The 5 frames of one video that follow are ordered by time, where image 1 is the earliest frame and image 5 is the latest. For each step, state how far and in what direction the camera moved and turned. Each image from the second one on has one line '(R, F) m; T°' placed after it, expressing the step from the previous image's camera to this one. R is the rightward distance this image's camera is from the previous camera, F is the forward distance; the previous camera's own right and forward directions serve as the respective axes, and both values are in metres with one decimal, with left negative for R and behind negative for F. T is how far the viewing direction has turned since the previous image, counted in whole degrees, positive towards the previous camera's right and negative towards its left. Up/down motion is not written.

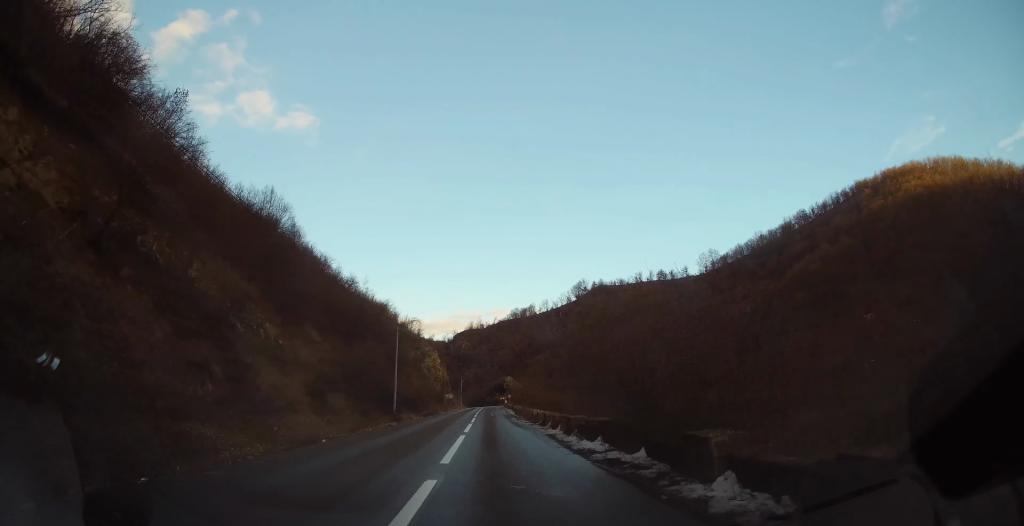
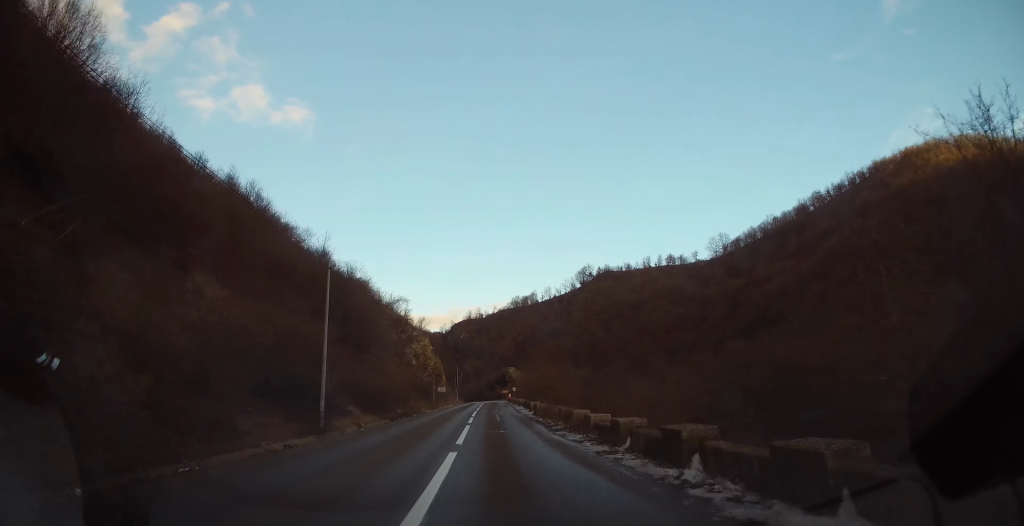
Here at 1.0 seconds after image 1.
(-0.5, +18.6) m; 0°
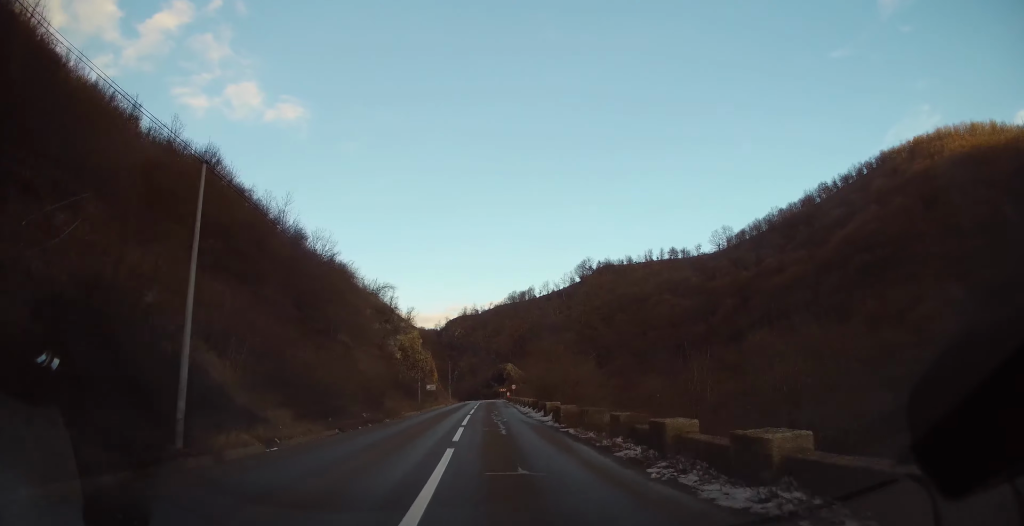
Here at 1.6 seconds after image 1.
(+0.3, +10.9) m; +1°
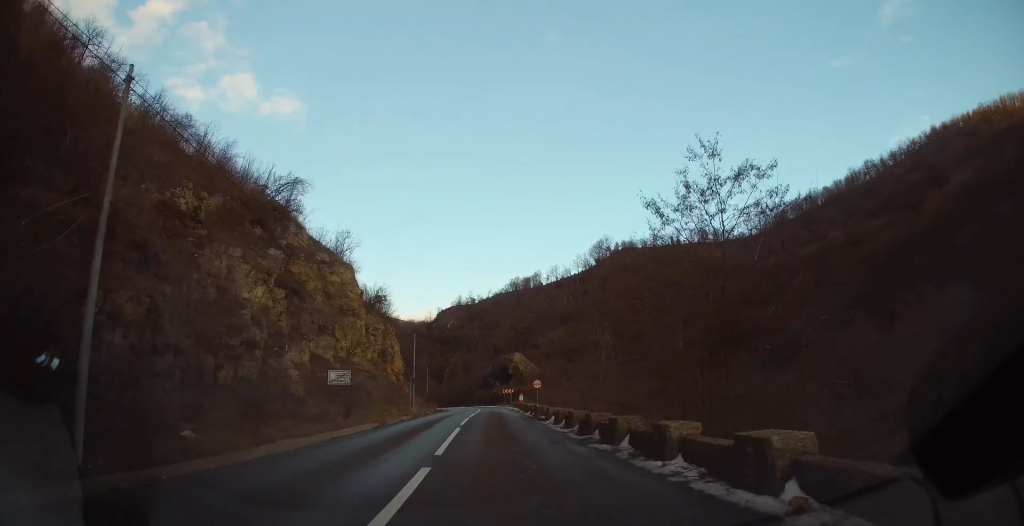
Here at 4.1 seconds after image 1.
(-0.5, +44.2) m; 0°
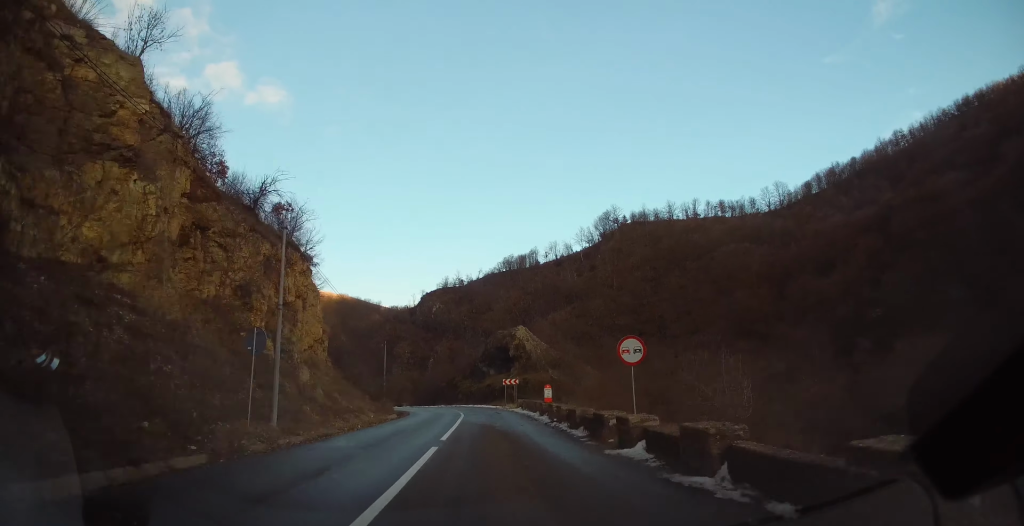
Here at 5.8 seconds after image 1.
(+0.3, +29.9) m; 0°
